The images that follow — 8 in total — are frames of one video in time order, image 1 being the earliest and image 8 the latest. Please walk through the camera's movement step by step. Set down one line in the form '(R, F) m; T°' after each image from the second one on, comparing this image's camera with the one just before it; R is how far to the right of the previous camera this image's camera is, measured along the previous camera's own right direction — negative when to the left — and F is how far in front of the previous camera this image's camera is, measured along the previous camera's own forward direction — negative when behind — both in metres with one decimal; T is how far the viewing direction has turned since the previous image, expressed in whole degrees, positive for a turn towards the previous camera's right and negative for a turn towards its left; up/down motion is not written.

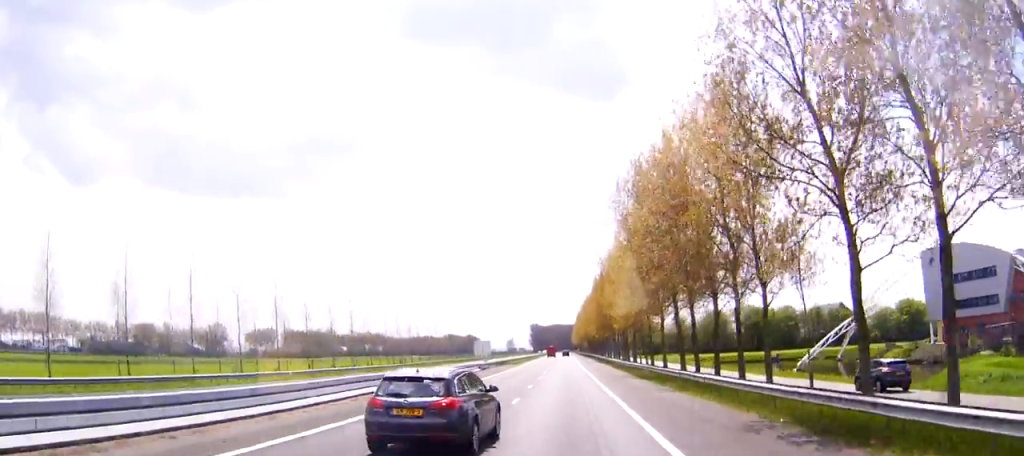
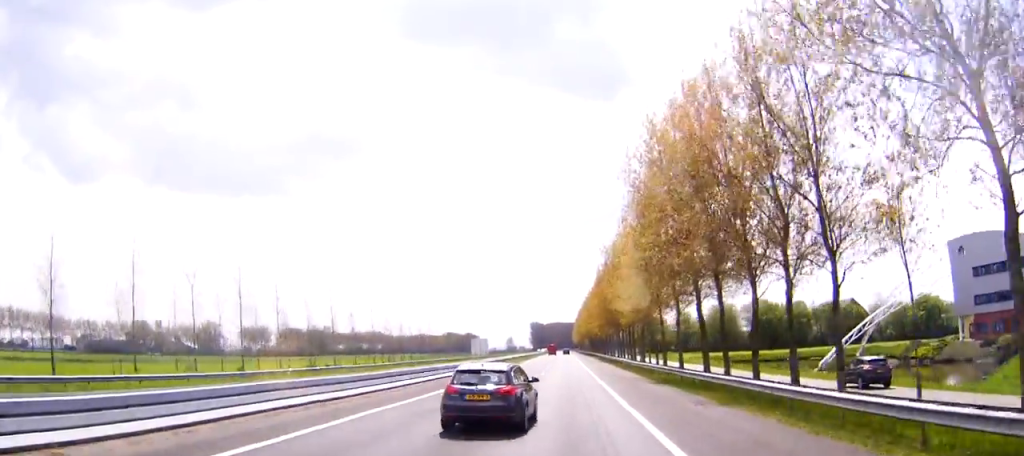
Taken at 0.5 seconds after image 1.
(0.0, +9.6) m; 0°
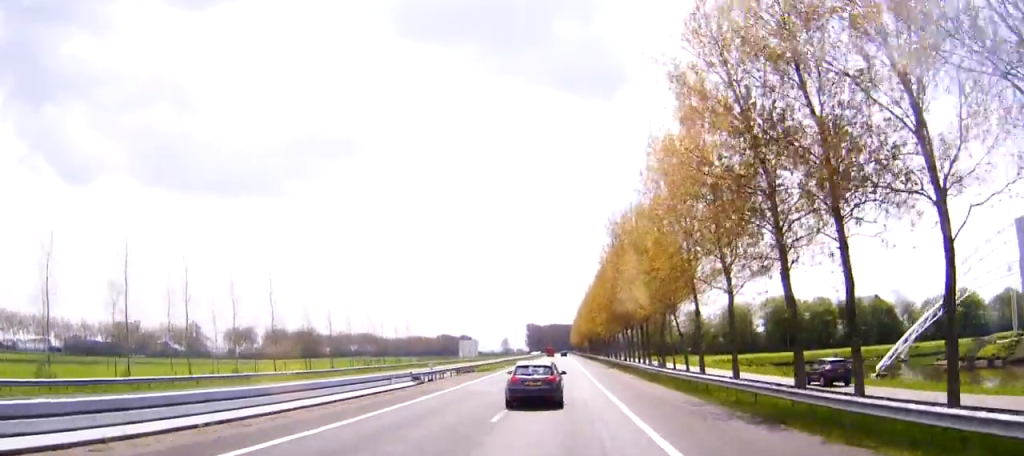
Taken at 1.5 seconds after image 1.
(0.0, +20.4) m; 0°
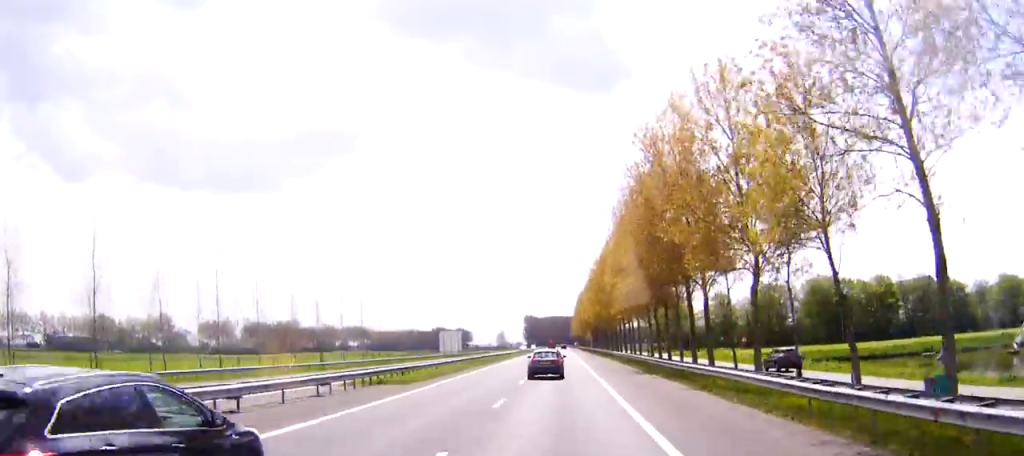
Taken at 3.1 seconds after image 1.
(+0.1, +33.9) m; 0°
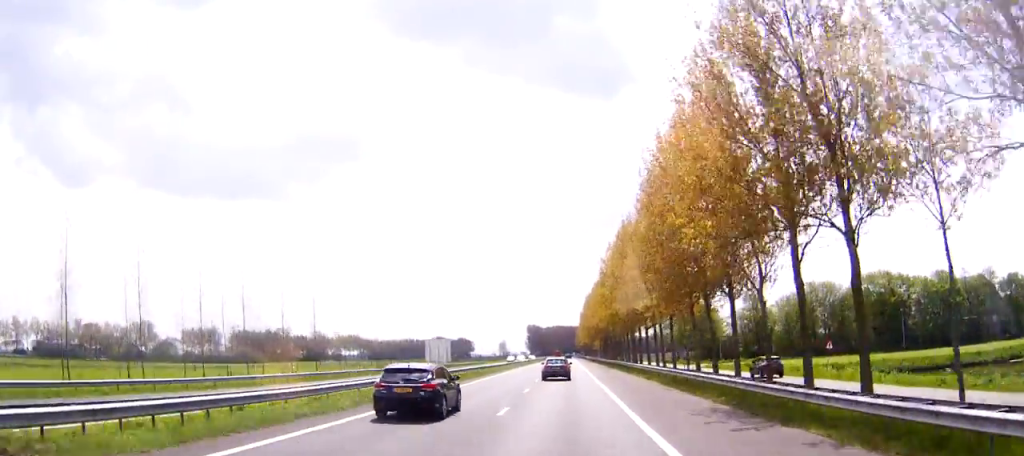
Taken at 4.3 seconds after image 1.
(-0.1, +24.3) m; 0°
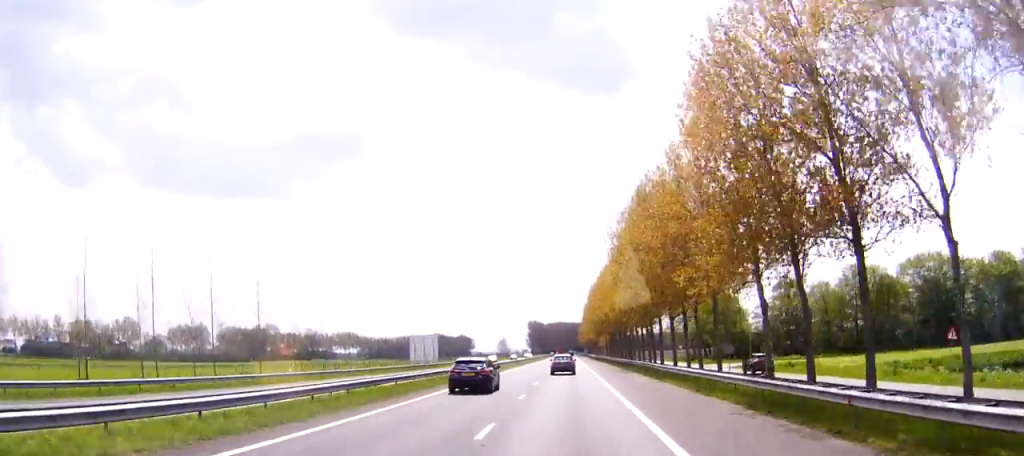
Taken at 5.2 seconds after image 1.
(-0.1, +18.2) m; 0°
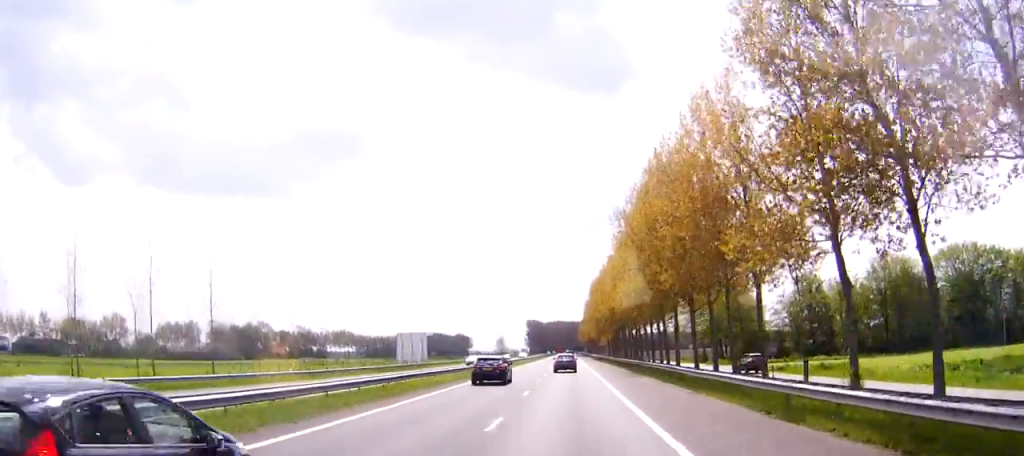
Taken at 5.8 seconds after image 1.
(0.0, +10.7) m; 0°
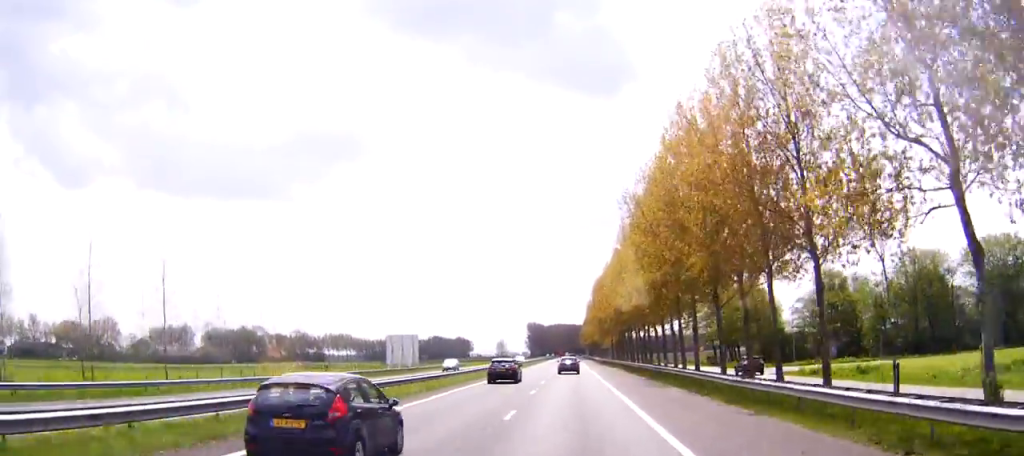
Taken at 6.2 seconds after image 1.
(0.0, +8.7) m; 0°
